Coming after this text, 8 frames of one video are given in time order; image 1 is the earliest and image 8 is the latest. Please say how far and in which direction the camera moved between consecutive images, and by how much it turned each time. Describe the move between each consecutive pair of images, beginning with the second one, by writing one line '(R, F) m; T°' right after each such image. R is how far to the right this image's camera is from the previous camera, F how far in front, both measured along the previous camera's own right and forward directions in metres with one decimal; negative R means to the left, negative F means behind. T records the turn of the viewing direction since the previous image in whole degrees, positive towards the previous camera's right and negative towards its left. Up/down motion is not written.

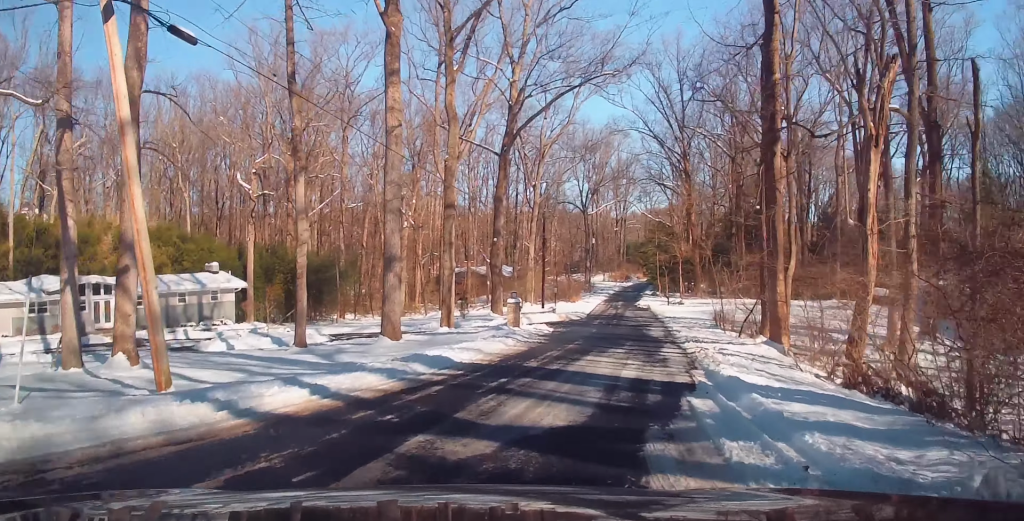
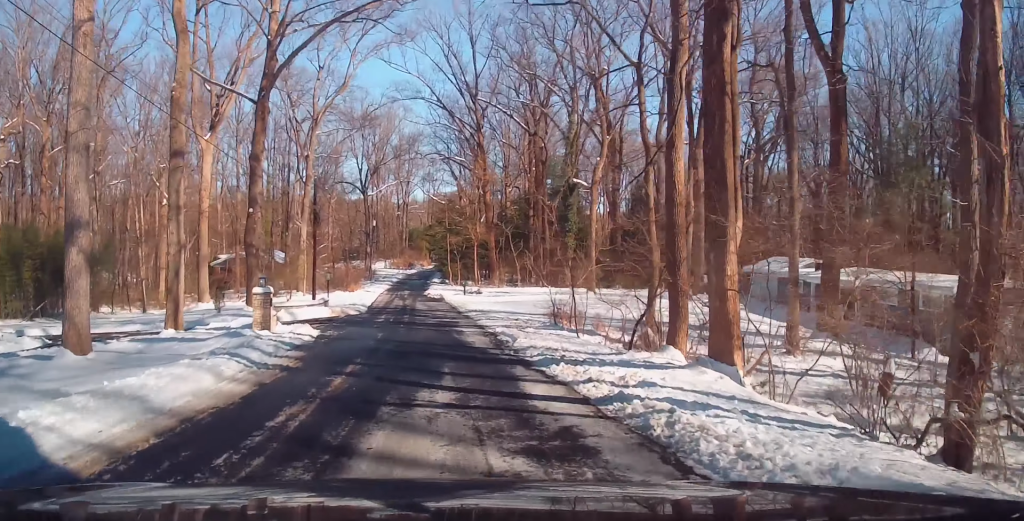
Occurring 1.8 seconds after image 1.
(+1.6, +10.0) m; +9°
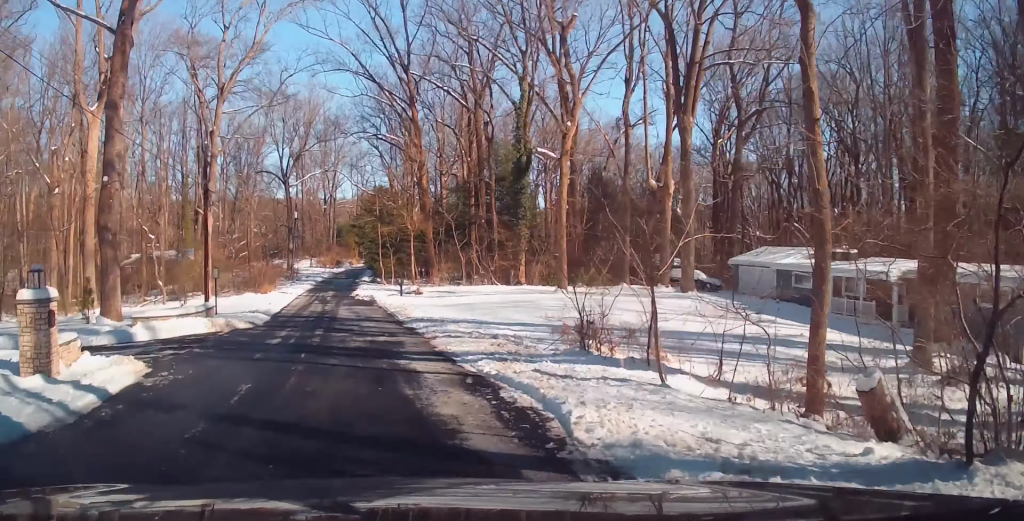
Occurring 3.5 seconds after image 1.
(+0.3, +10.3) m; 0°
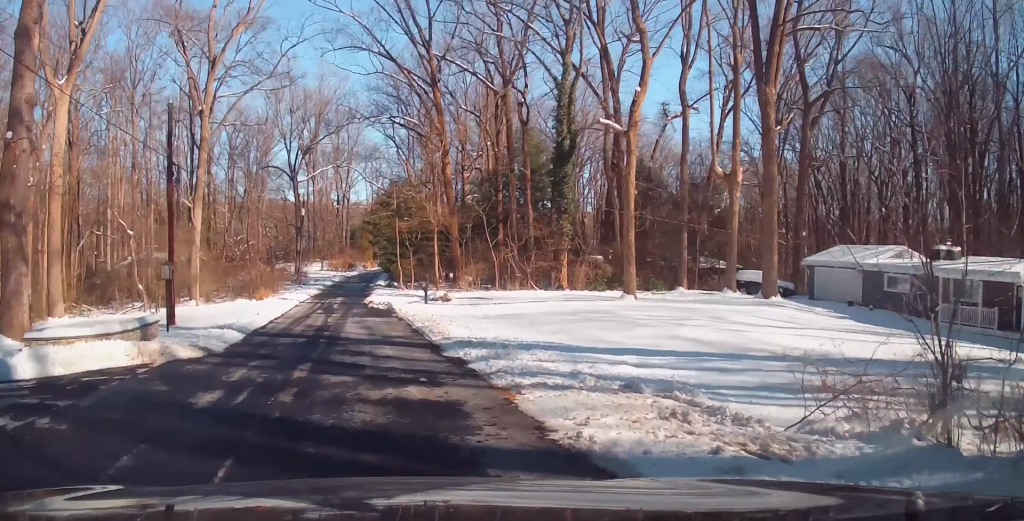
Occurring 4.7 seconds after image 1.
(-0.1, +7.9) m; -2°
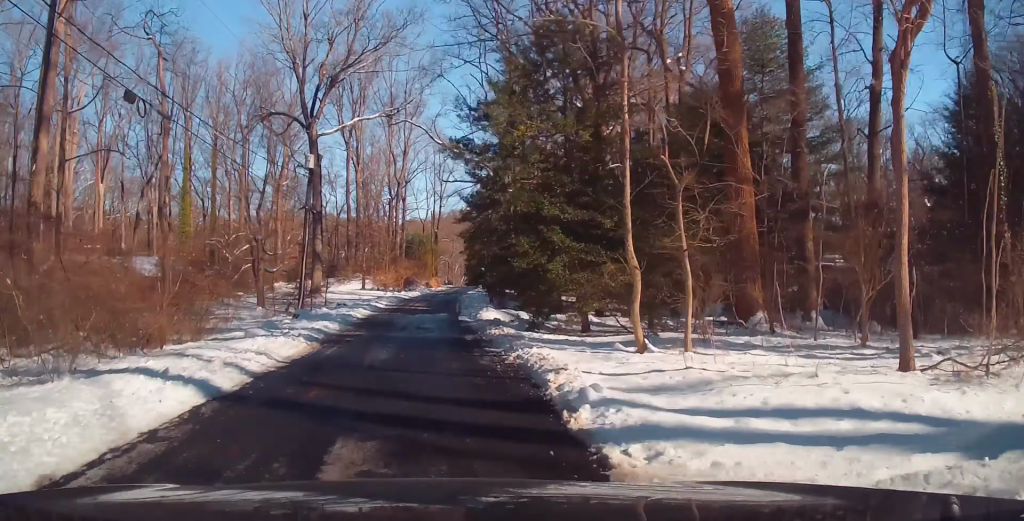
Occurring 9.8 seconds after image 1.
(+0.2, +37.4) m; +2°
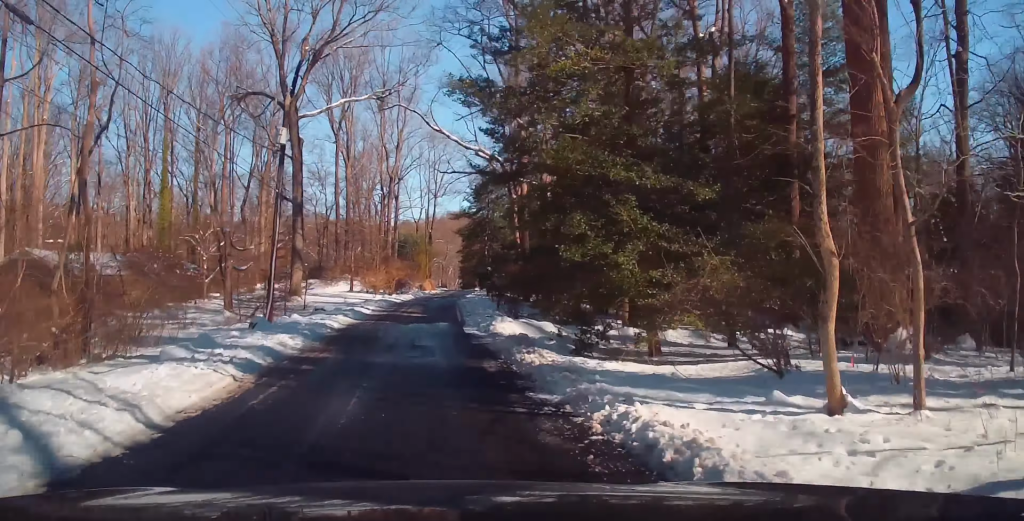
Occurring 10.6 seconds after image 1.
(0.0, +5.9) m; 0°
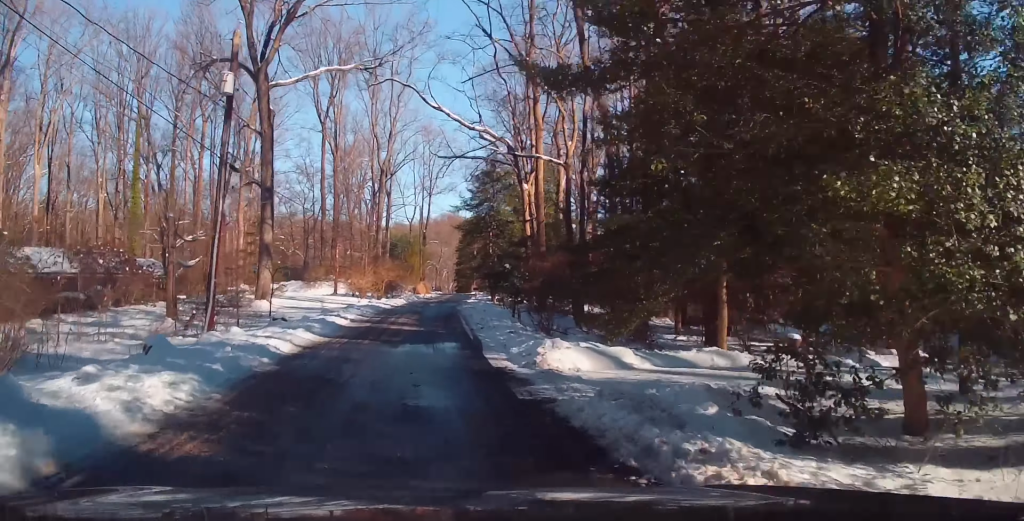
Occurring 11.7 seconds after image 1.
(+0.1, +7.4) m; +1°
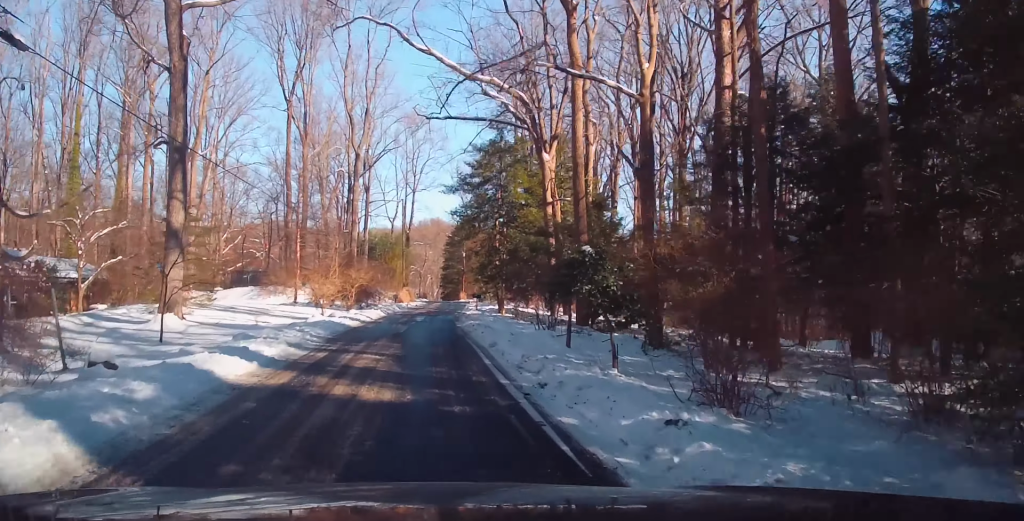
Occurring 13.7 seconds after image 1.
(+0.3, +13.2) m; +2°
